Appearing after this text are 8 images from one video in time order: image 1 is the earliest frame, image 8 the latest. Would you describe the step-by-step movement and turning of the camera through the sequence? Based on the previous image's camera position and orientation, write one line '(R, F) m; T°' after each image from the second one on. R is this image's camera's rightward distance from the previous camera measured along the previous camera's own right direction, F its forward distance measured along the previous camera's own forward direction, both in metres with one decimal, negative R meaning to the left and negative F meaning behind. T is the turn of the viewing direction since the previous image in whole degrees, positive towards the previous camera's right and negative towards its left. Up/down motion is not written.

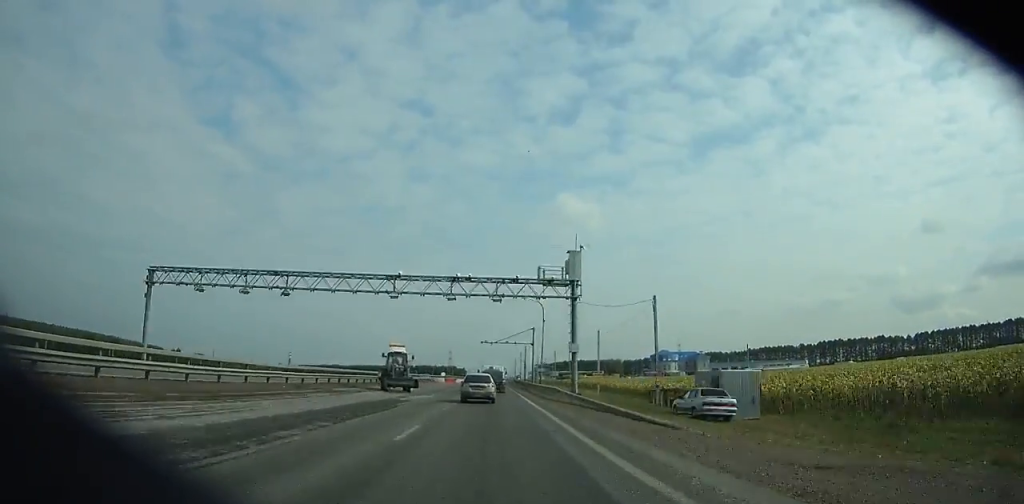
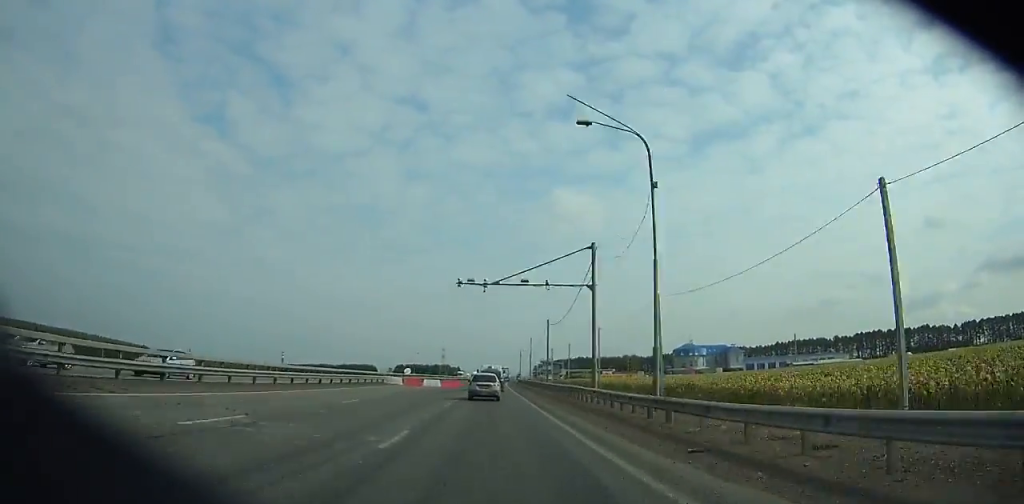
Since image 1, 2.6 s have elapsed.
(-0.1, +50.2) m; 0°
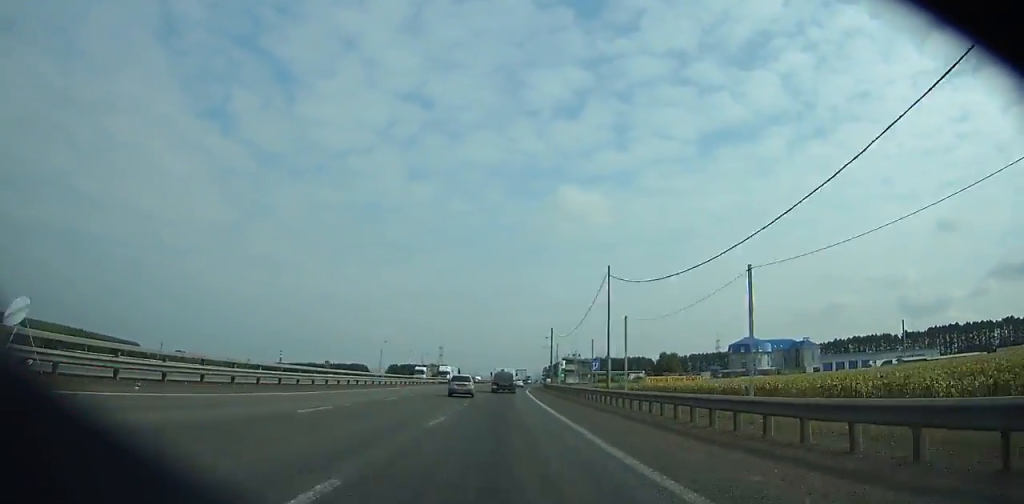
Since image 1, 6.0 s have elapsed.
(+0.7, +66.2) m; +1°
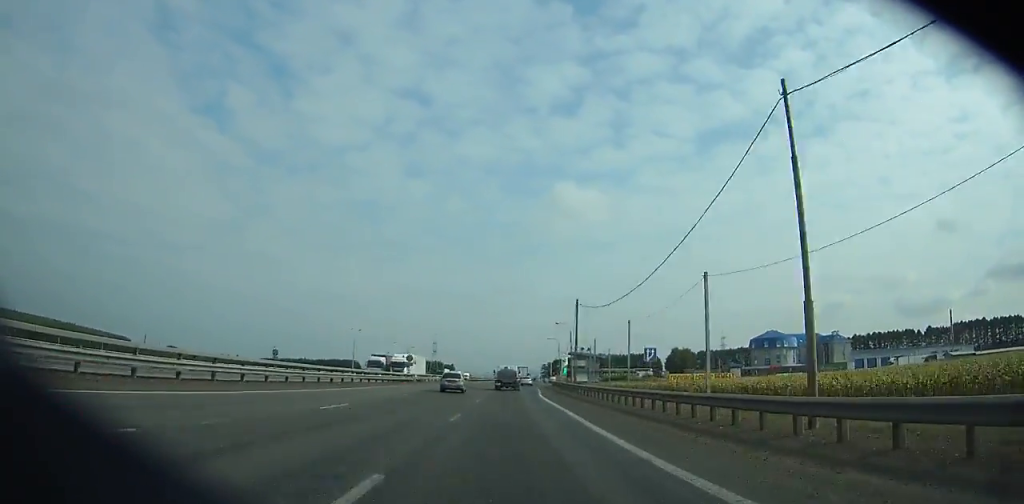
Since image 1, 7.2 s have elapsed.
(+0.4, +23.4) m; 0°
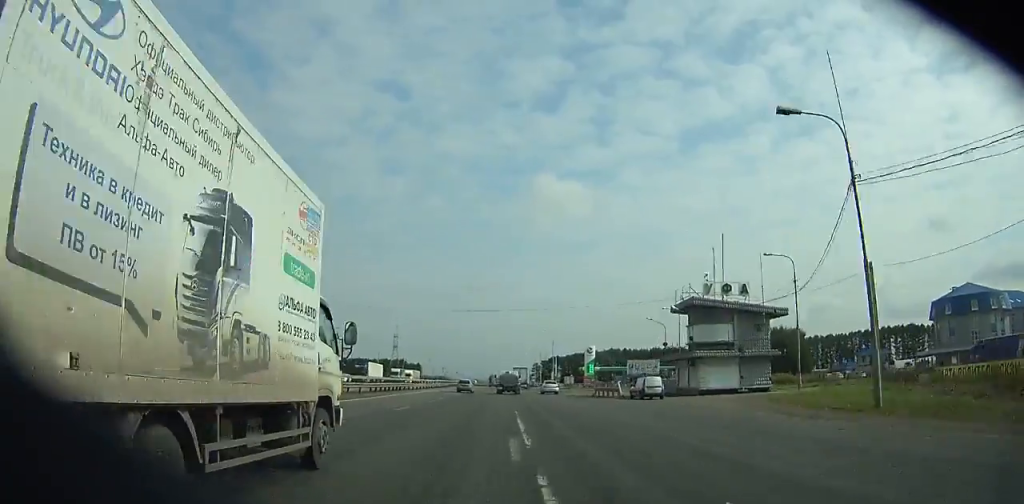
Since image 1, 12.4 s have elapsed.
(+0.2, +100.8) m; +1°
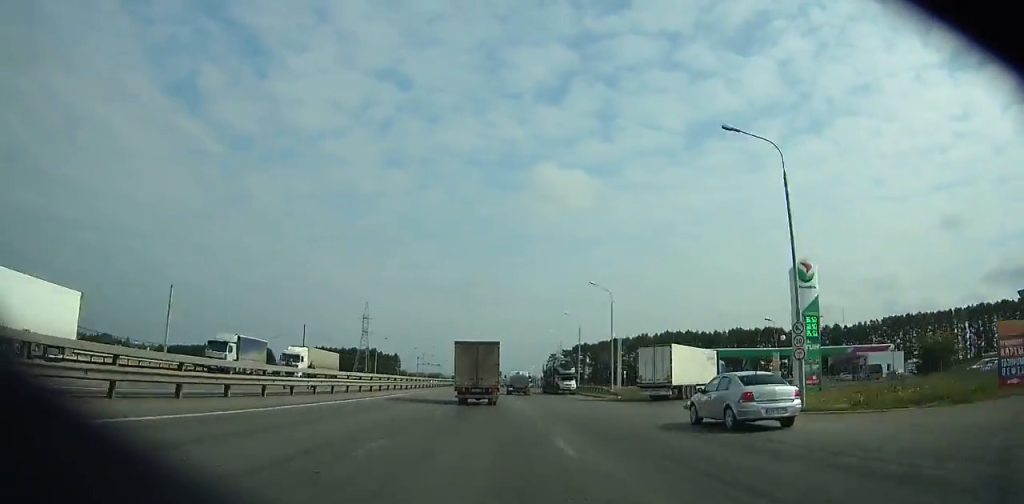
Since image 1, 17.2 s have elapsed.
(+0.2, +96.2) m; 0°
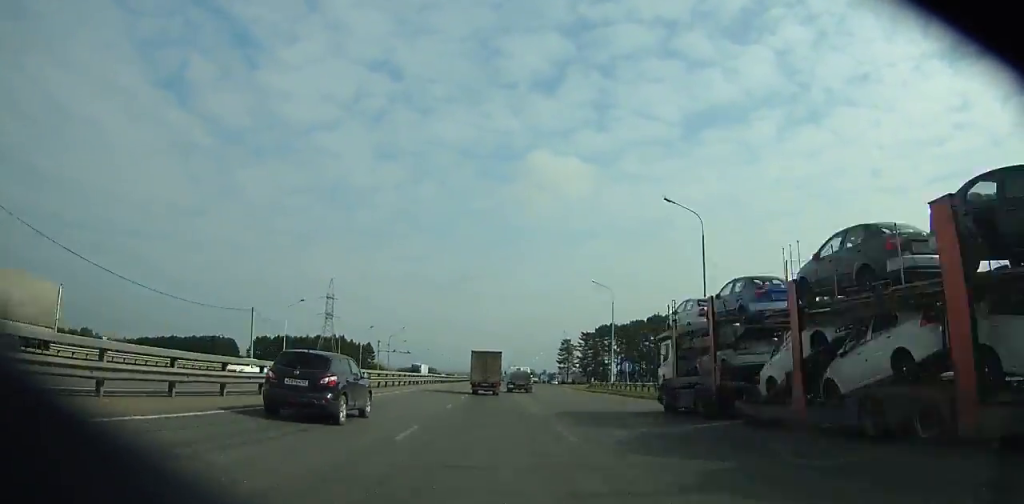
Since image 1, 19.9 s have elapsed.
(+0.2, +56.5) m; +1°
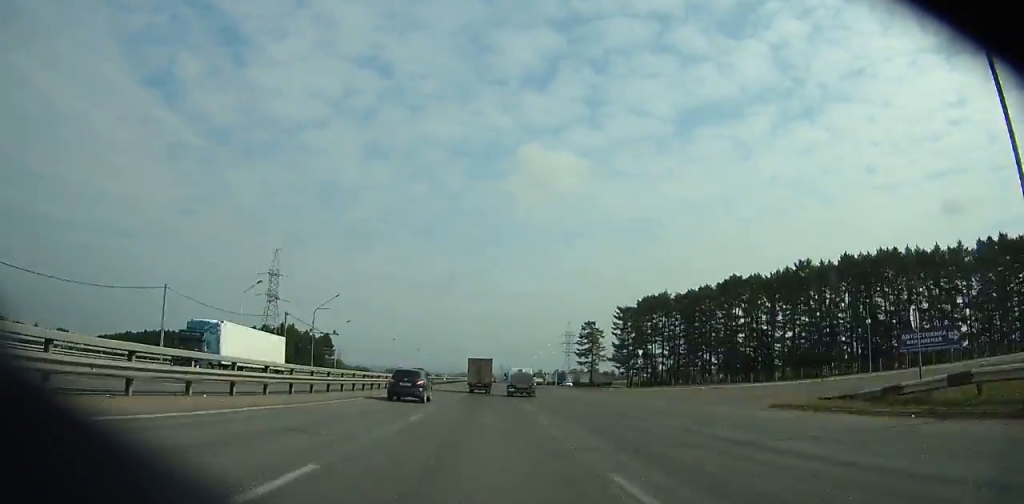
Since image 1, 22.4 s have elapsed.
(+0.4, +53.9) m; +1°
